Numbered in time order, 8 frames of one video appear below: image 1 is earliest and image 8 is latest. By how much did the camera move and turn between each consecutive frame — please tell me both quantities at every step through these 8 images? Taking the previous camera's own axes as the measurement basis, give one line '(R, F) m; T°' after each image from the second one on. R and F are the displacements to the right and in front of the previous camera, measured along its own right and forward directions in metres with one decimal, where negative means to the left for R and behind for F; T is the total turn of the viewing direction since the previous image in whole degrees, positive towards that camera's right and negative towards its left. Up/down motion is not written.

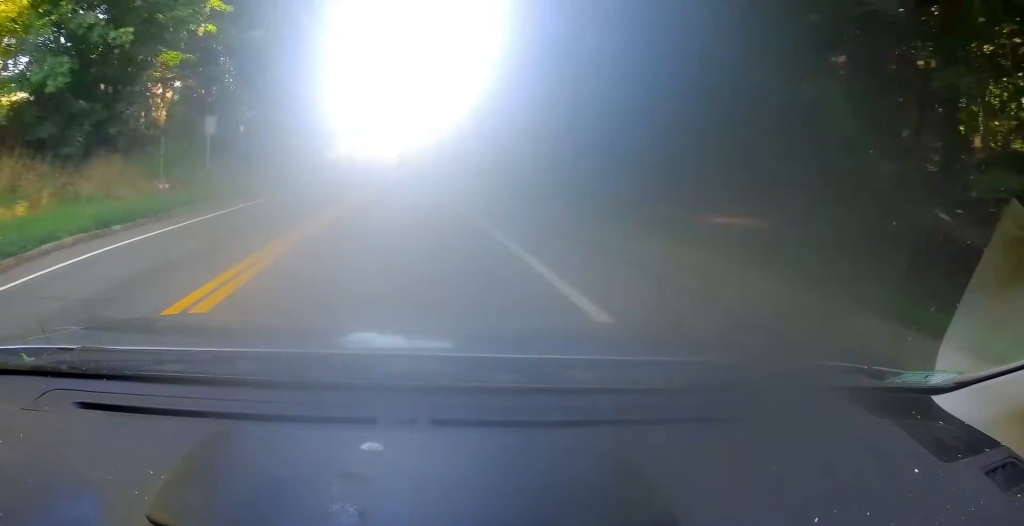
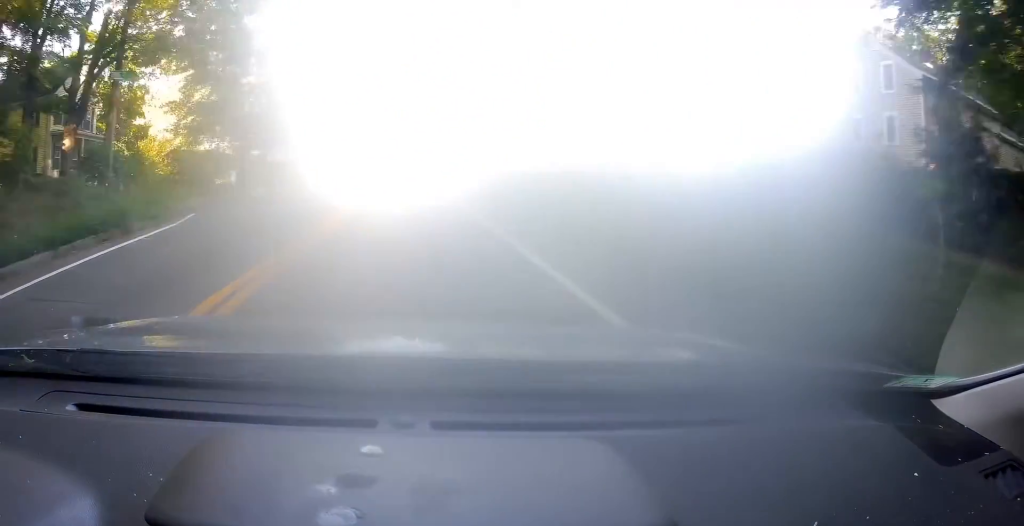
(-0.9, +45.5) m; -3°
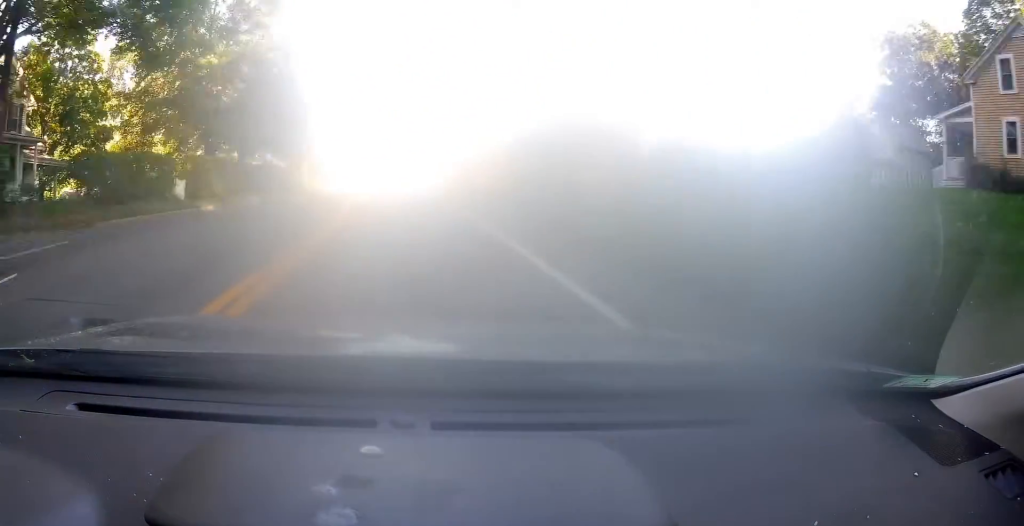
(-0.3, +9.1) m; -1°
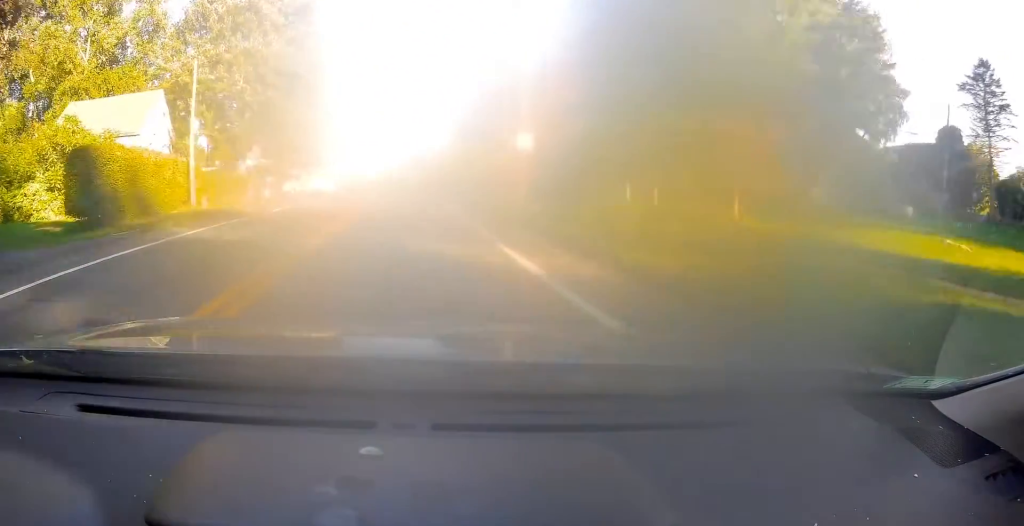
(-0.4, +36.9) m; -1°
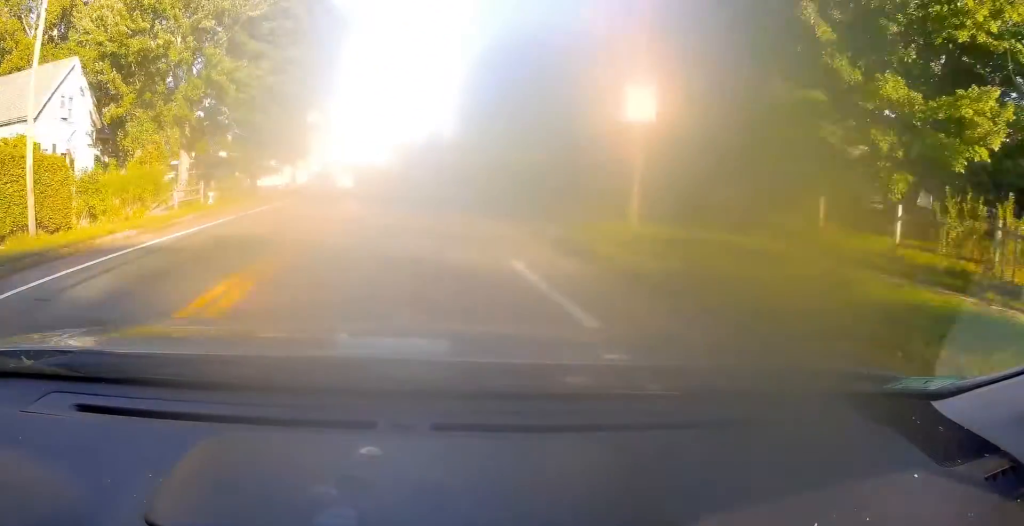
(-0.1, +11.7) m; 0°
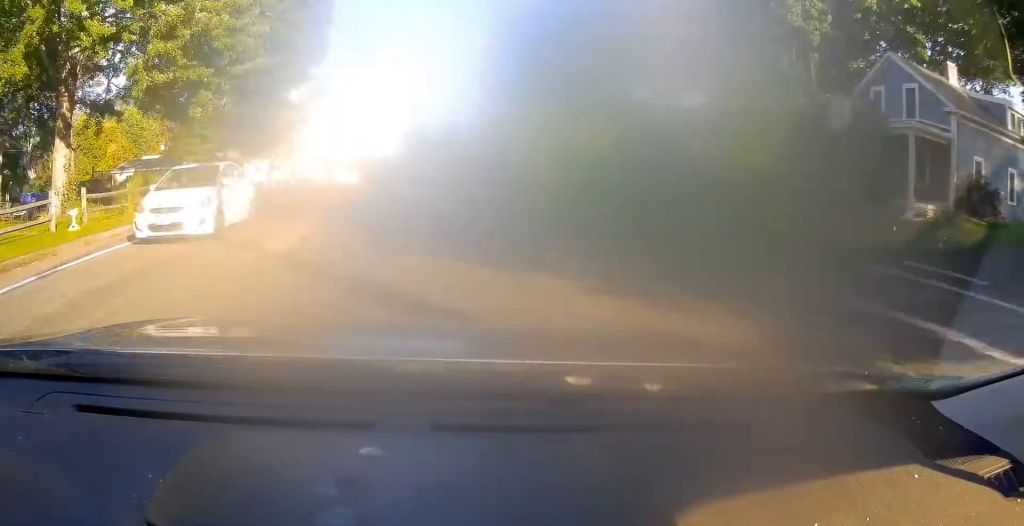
(+0.1, +12.3) m; -1°
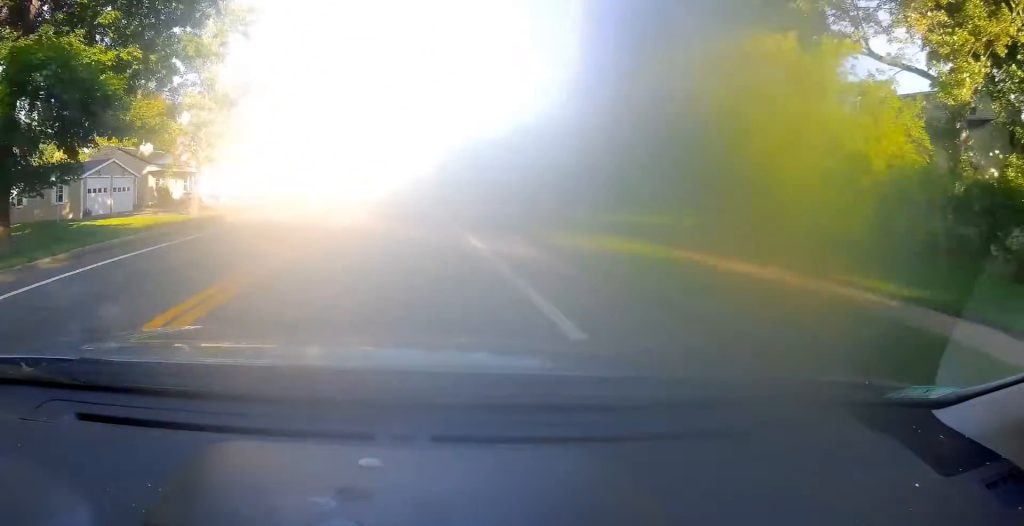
(-0.5, +19.8) m; -1°
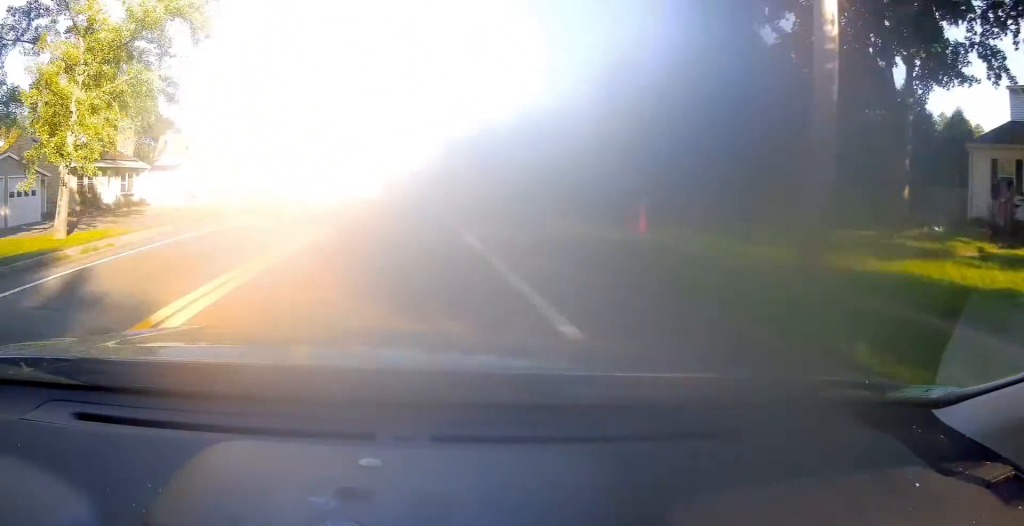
(-0.2, +10.9) m; 0°
